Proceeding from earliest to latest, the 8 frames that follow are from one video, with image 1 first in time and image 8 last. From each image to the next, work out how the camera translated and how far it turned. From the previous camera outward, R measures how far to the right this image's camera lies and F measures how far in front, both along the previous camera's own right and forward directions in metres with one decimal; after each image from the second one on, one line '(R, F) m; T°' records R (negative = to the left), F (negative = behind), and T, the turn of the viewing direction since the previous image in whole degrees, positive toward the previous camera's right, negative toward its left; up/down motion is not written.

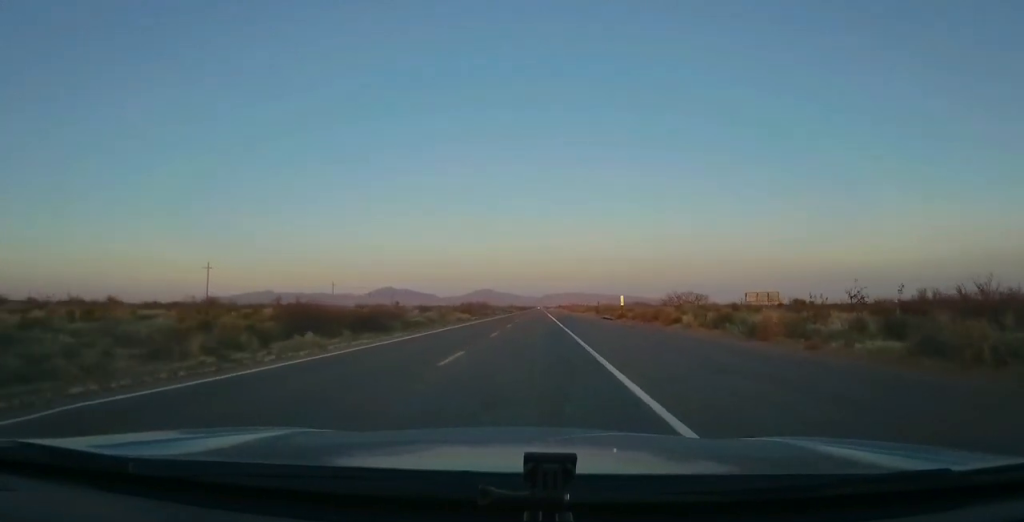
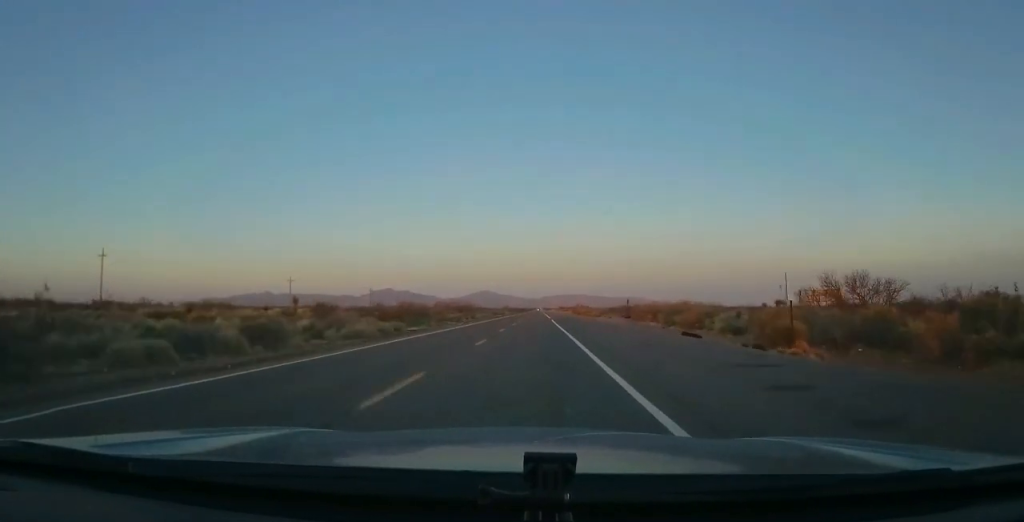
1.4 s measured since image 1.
(0.0, +40.0) m; 0°
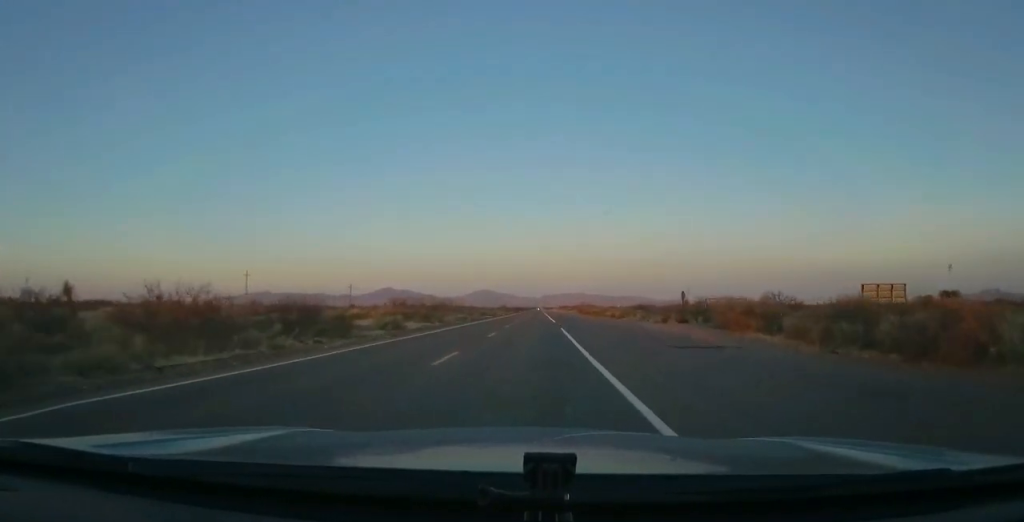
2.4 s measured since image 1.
(0.0, +30.1) m; 0°
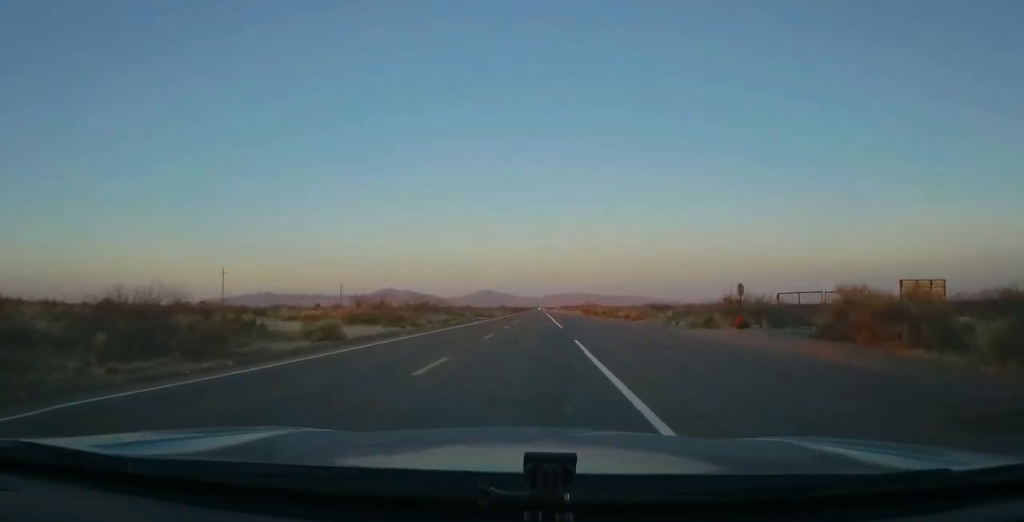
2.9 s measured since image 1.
(0.0, +13.7) m; 0°
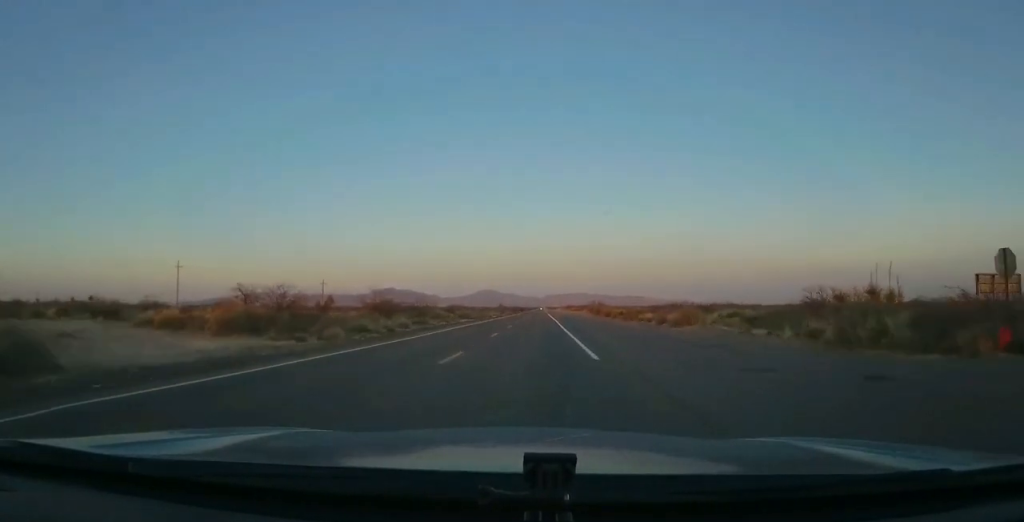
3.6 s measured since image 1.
(0.0, +21.4) m; 0°
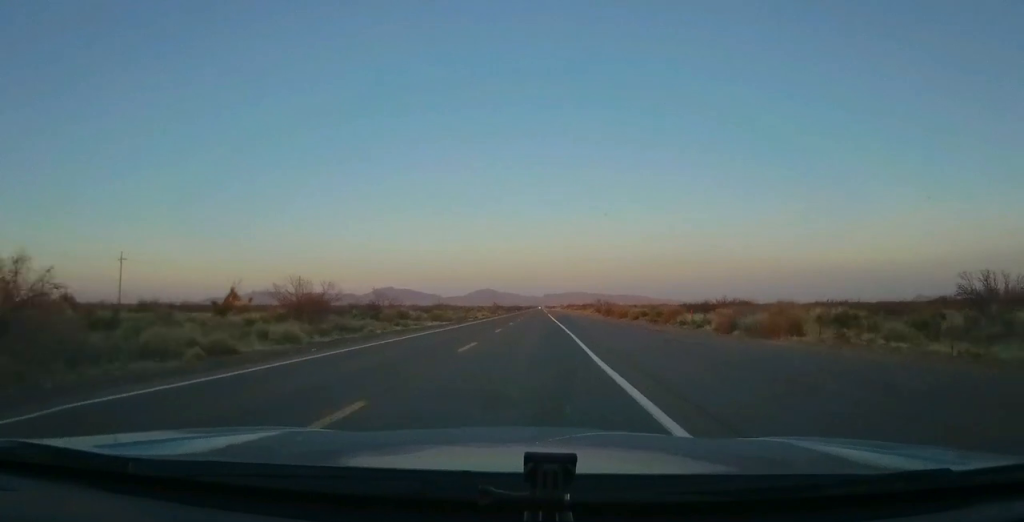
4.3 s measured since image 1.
(0.0, +20.5) m; 0°
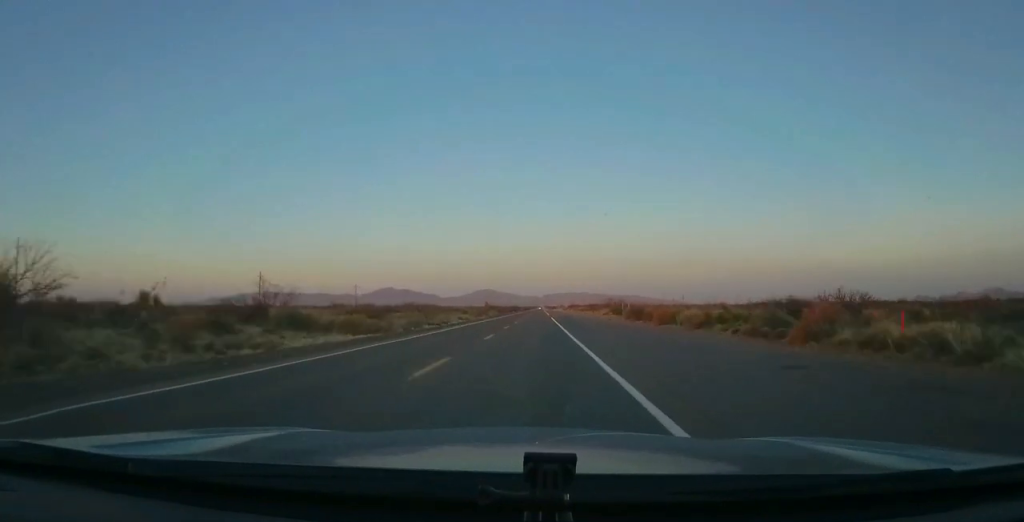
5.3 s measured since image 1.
(-0.1, +29.2) m; -1°
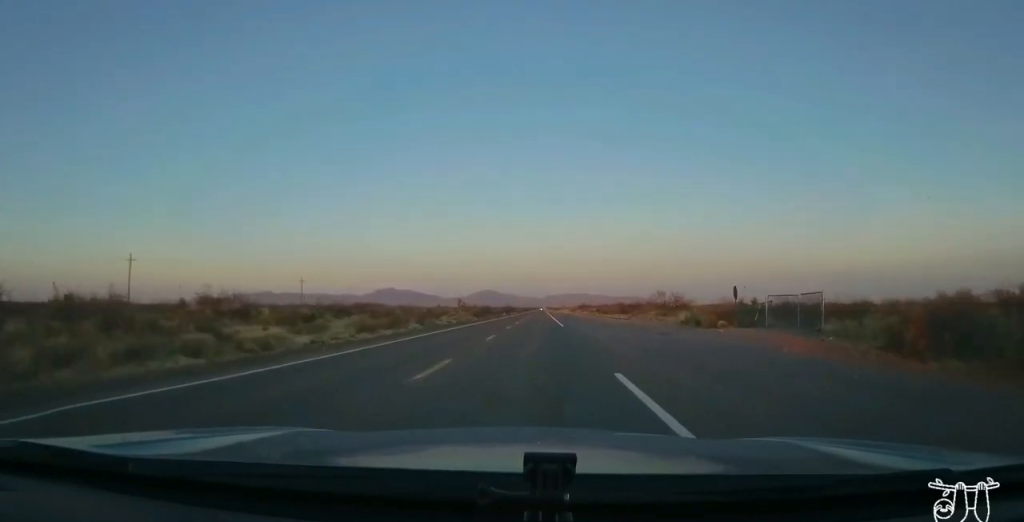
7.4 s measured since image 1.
(-1.0, +60.6) m; 0°
